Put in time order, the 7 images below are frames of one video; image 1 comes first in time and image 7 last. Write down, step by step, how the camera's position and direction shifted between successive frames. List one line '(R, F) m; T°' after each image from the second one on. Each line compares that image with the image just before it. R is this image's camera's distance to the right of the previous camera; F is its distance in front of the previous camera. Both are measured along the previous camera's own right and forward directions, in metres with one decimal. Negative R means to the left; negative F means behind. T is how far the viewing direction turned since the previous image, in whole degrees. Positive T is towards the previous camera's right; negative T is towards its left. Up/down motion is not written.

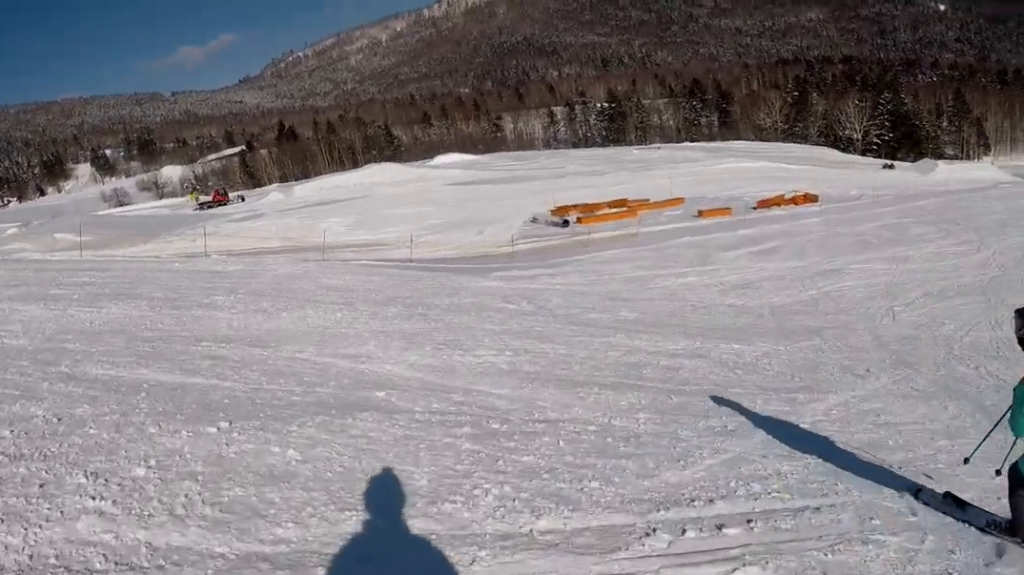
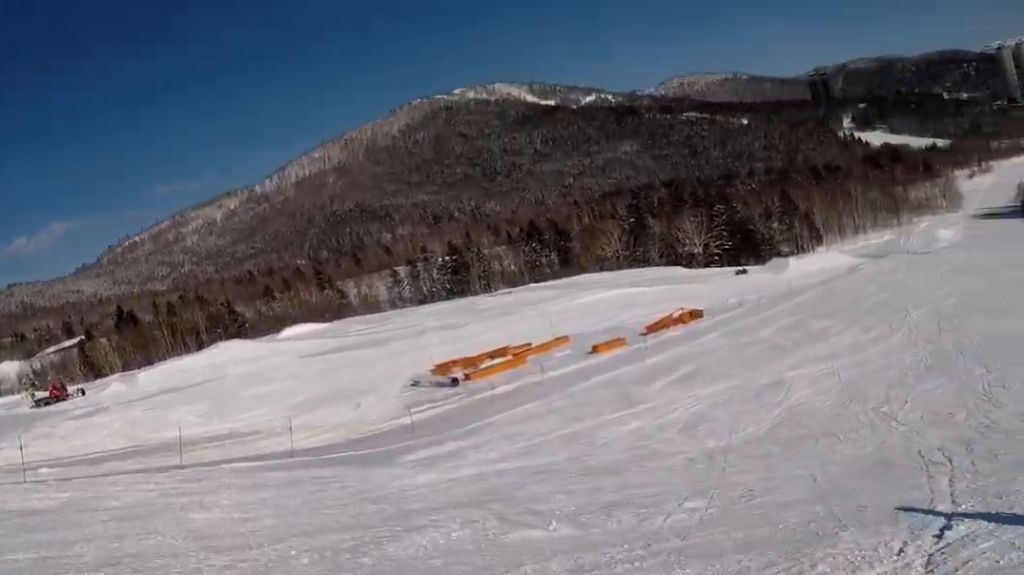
(+3.1, +6.0) m; +42°
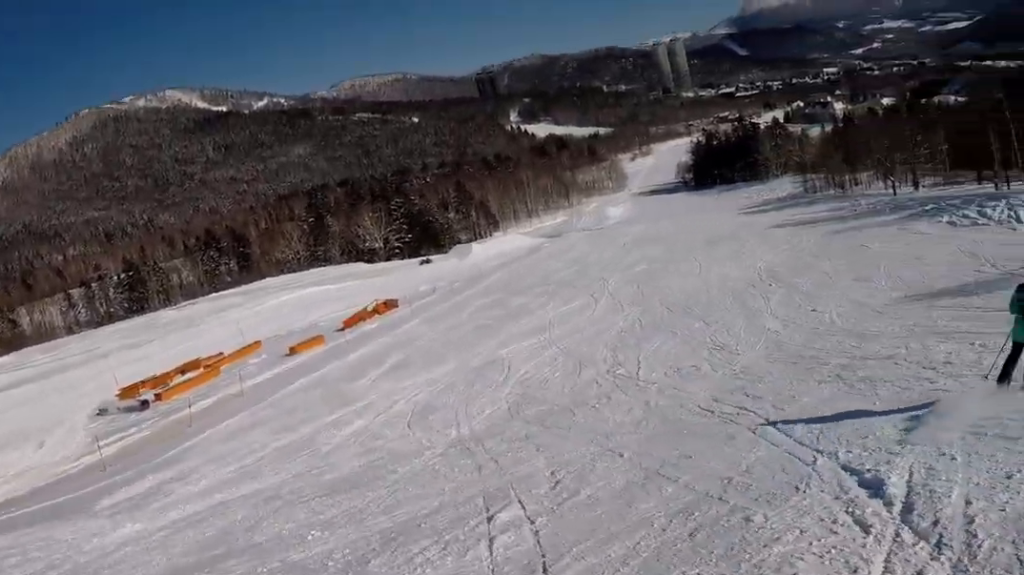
(+0.2, +3.3) m; +9°
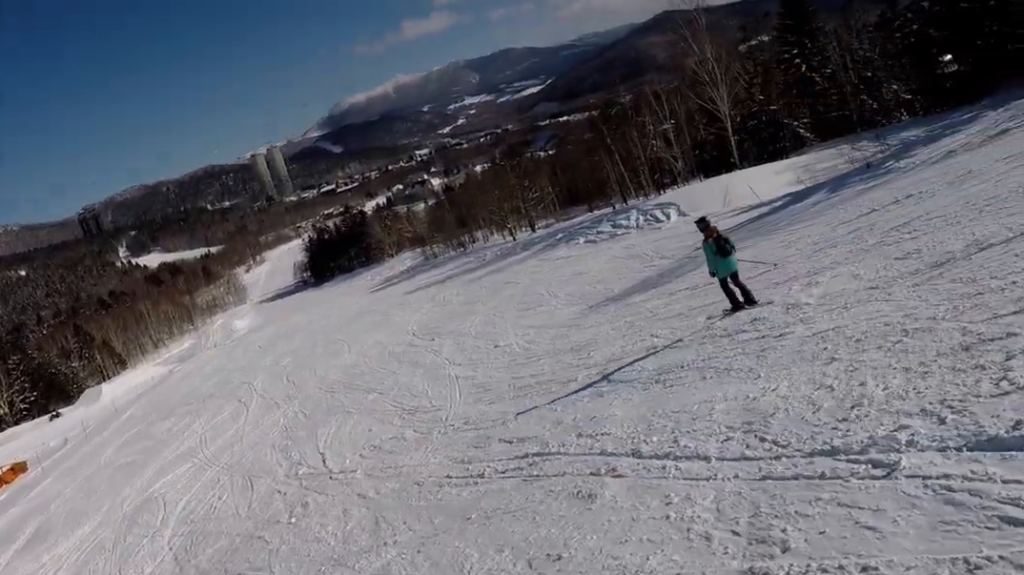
(+0.6, +5.8) m; +4°
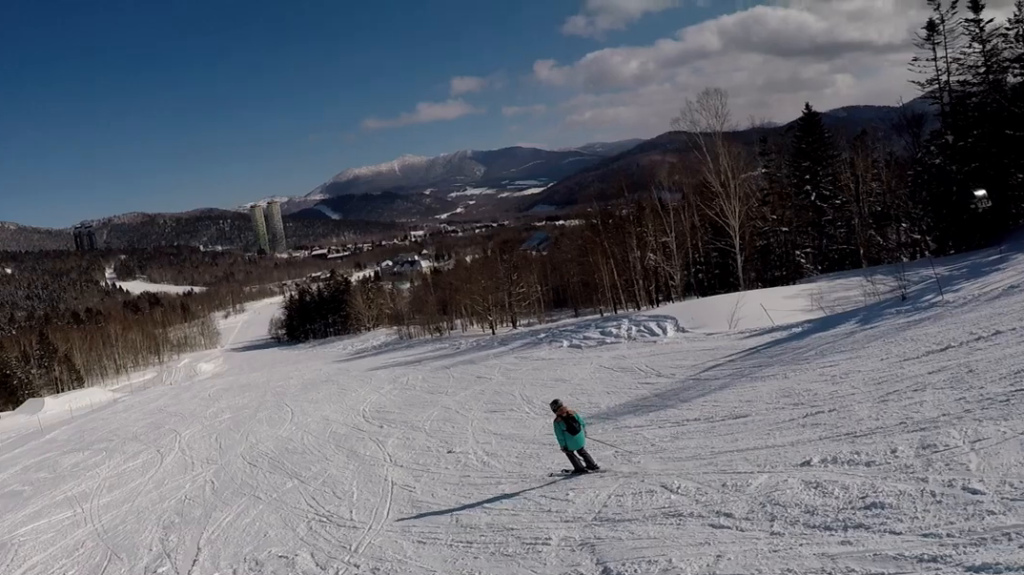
(-0.1, +5.5) m; -10°
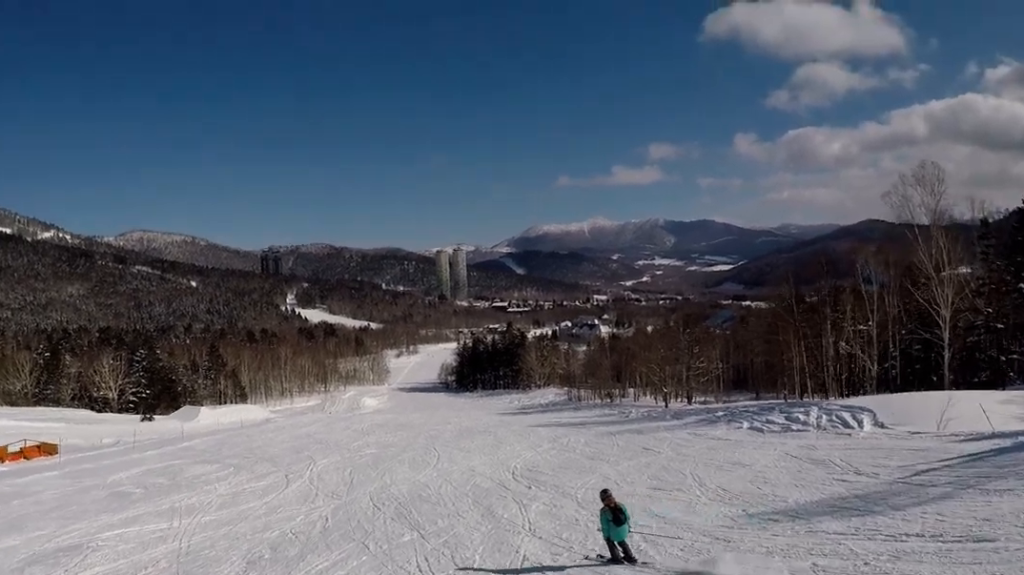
(-0.1, +3.4) m; -5°
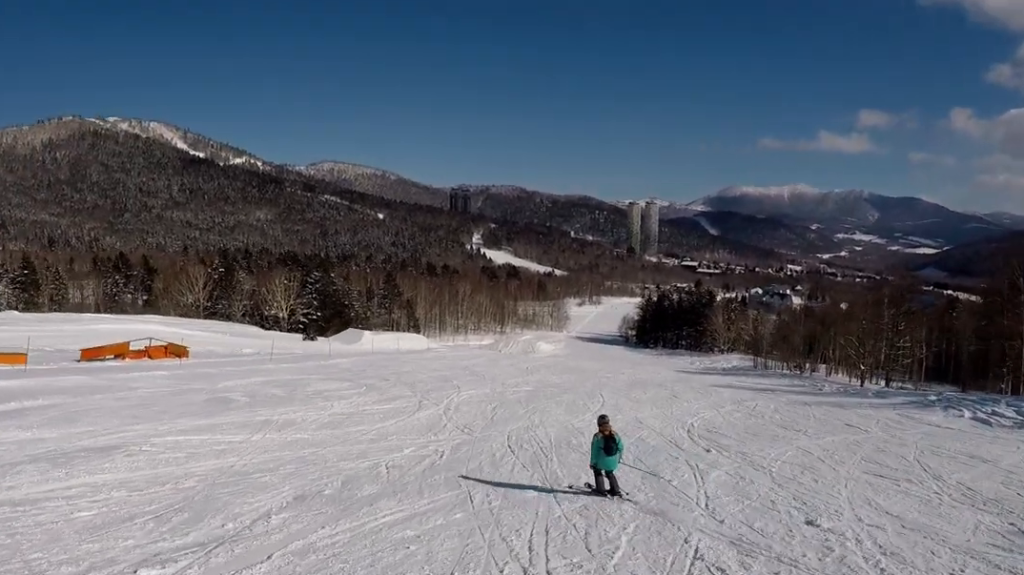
(-0.7, +5.2) m; -6°
